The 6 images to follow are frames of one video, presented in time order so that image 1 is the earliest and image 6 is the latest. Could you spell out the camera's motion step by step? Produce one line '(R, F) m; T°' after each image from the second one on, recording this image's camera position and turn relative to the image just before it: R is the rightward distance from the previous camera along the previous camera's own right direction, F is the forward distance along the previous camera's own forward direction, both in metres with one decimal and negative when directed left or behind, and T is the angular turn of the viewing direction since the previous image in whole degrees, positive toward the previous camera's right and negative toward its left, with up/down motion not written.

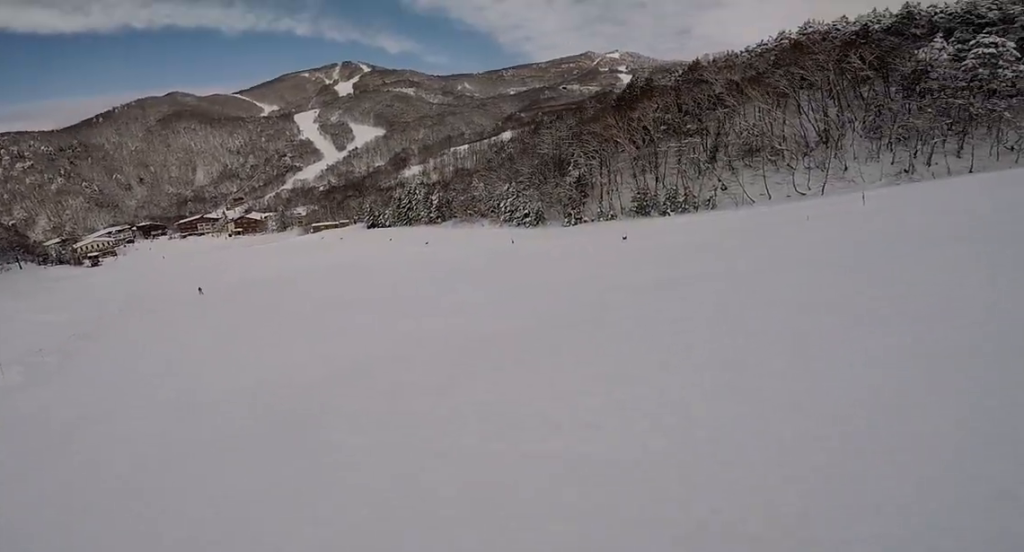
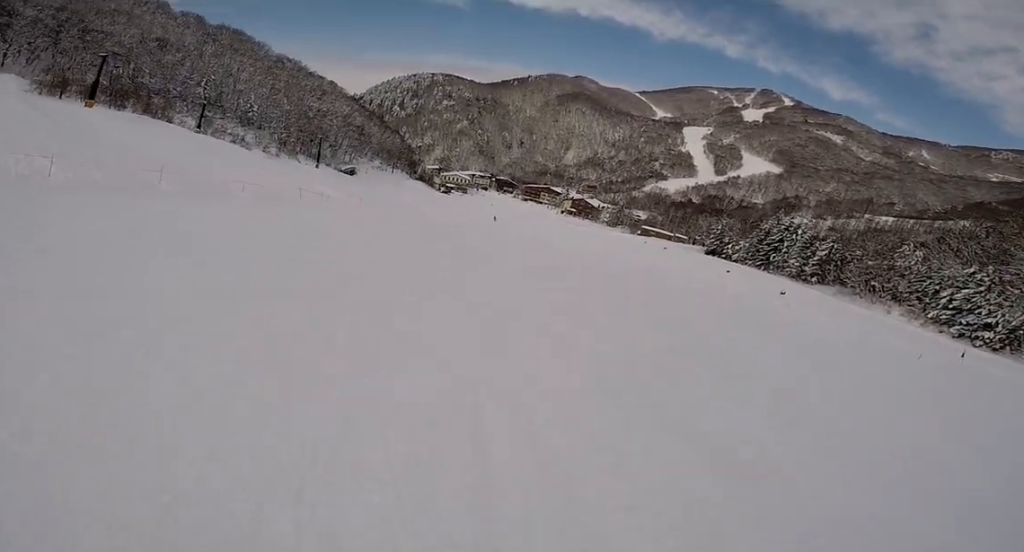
(-10.3, +22.1) m; -49°
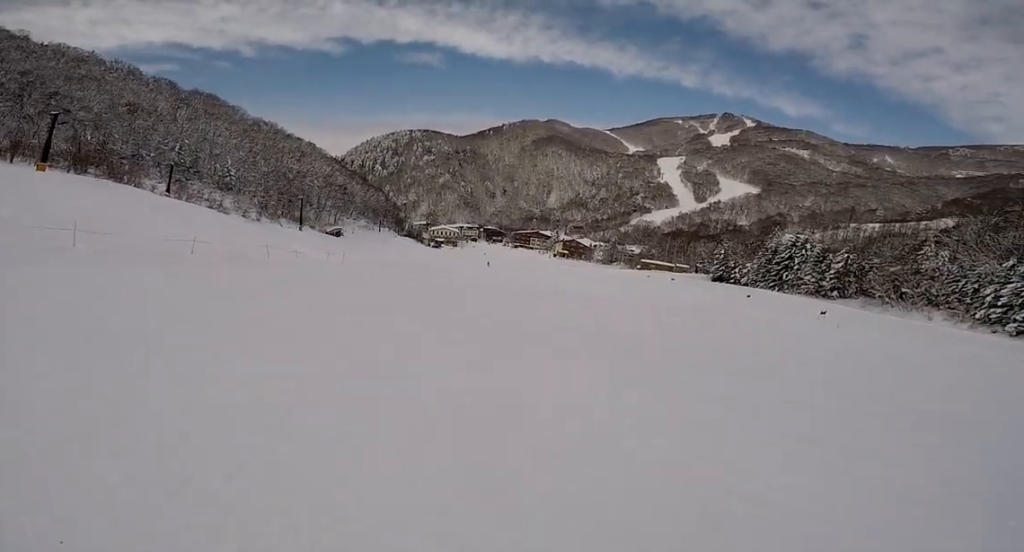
(0.0, +7.0) m; 0°
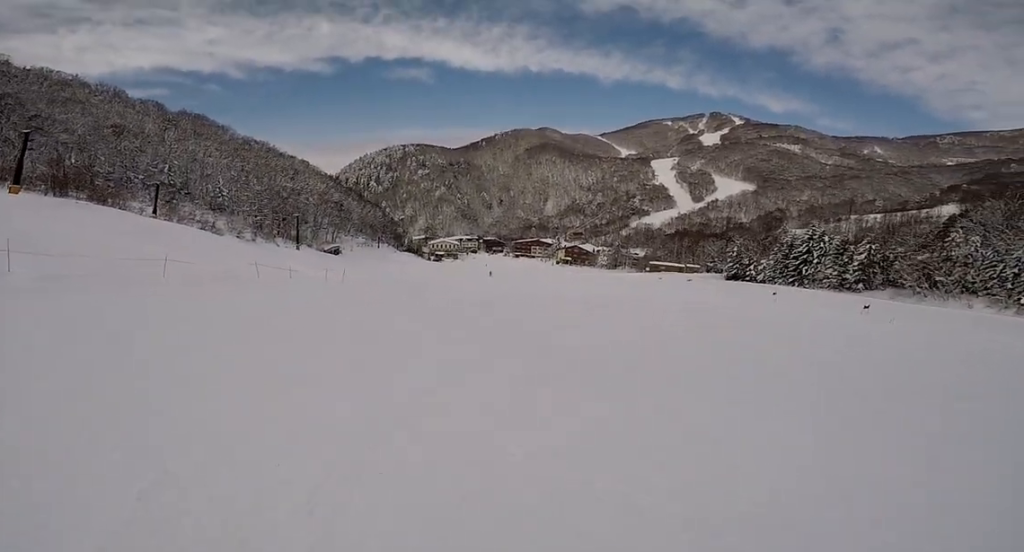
(0.0, +4.8) m; +4°
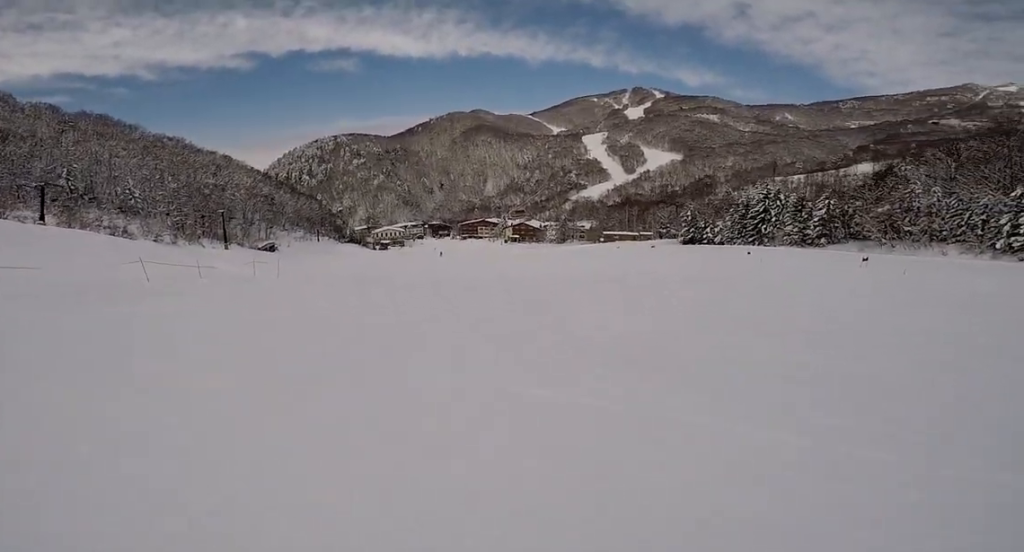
(+0.3, +8.0) m; +8°
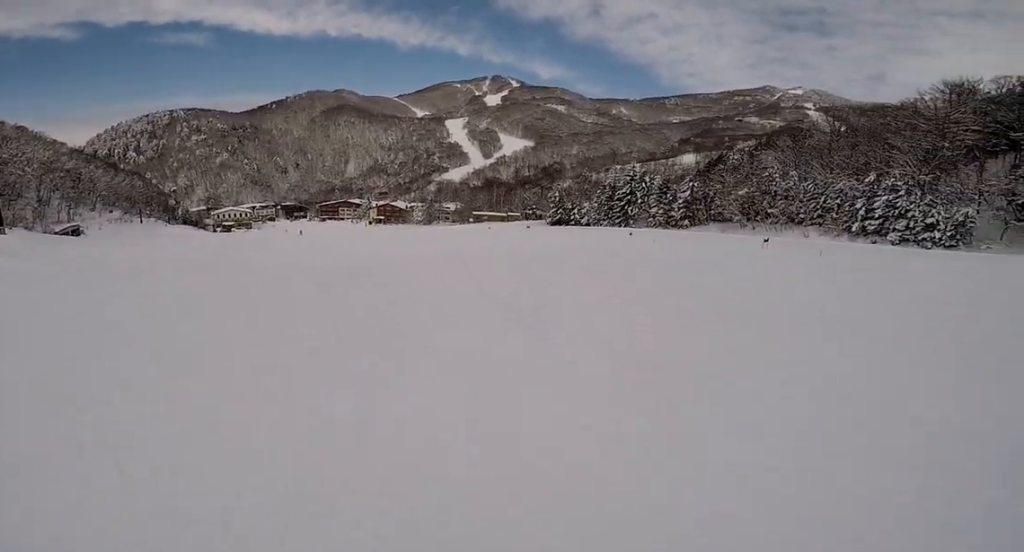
(+1.5, +11.3) m; +6°
